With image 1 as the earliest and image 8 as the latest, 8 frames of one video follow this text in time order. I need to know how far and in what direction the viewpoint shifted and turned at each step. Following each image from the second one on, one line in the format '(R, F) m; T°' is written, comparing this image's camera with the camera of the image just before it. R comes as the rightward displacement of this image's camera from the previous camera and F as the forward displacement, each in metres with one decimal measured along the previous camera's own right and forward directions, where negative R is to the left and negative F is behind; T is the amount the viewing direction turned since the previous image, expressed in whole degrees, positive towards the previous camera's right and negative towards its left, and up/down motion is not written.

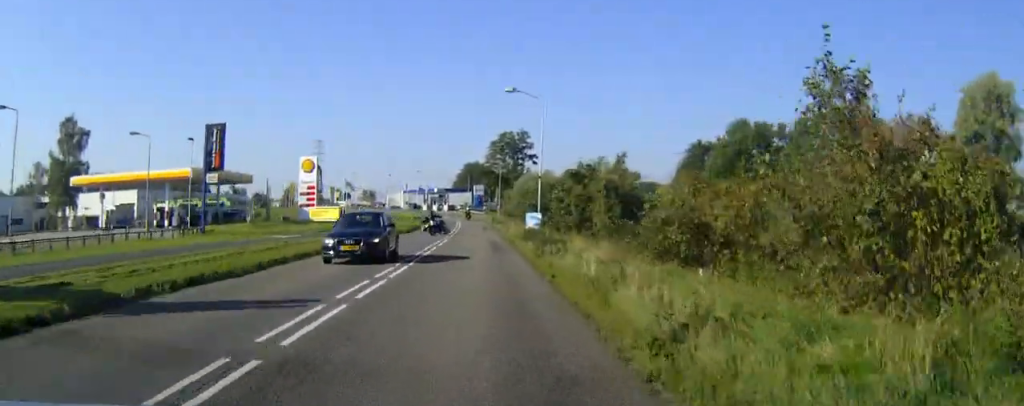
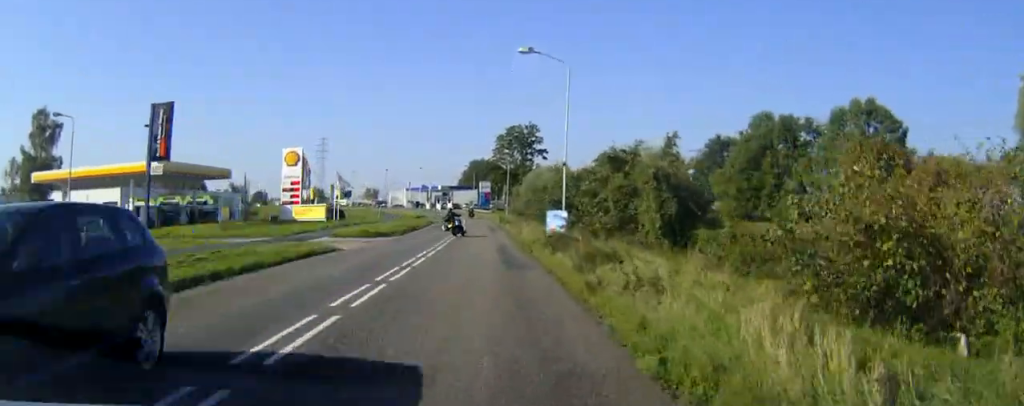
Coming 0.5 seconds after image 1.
(-0.1, +9.5) m; 0°
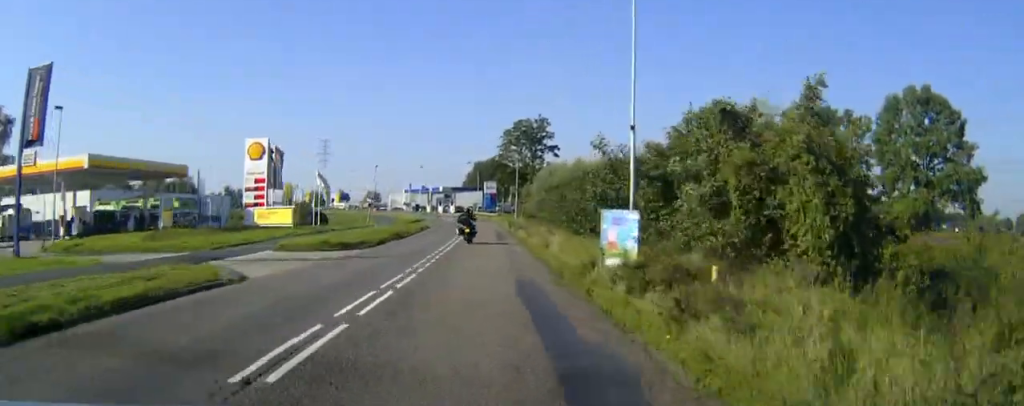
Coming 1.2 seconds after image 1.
(-0.1, +12.3) m; 0°
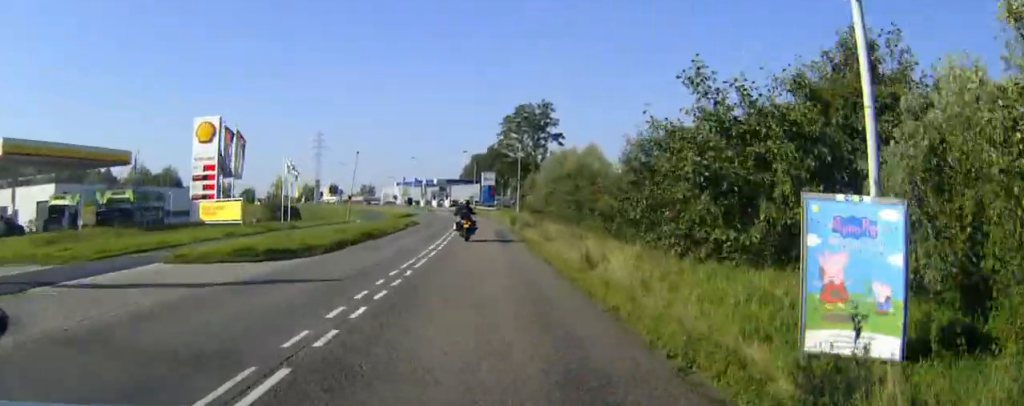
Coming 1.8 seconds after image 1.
(0.0, +10.6) m; 0°
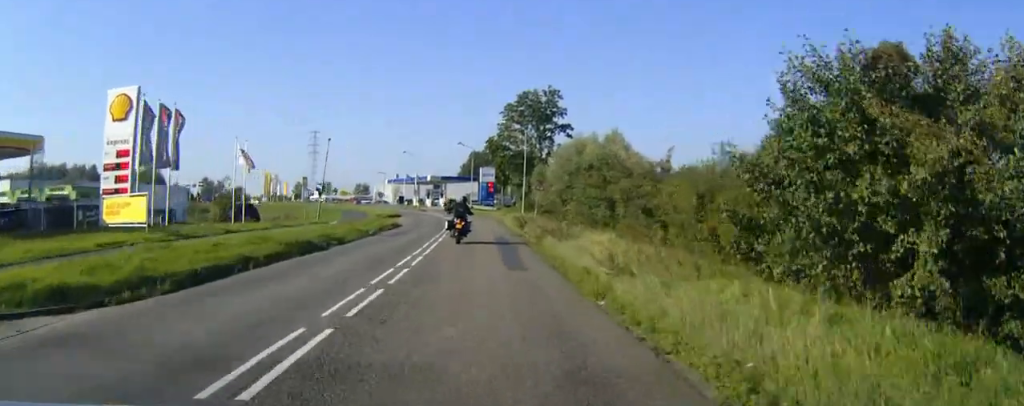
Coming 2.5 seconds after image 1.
(0.0, +12.2) m; 0°
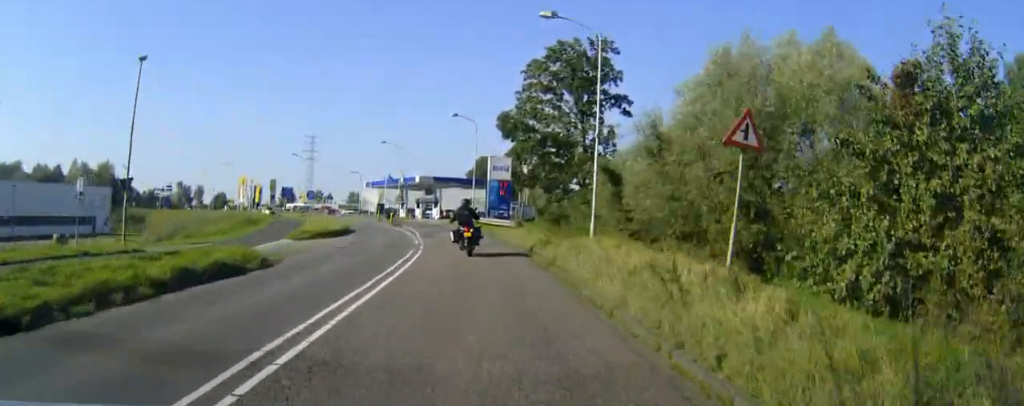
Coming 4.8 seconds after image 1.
(-0.1, +35.1) m; -1°
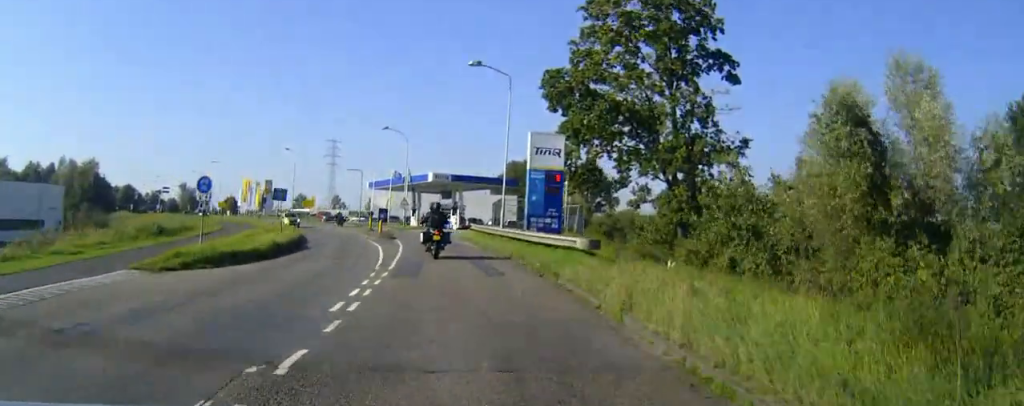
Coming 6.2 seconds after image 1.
(-0.2, +20.9) m; -2°
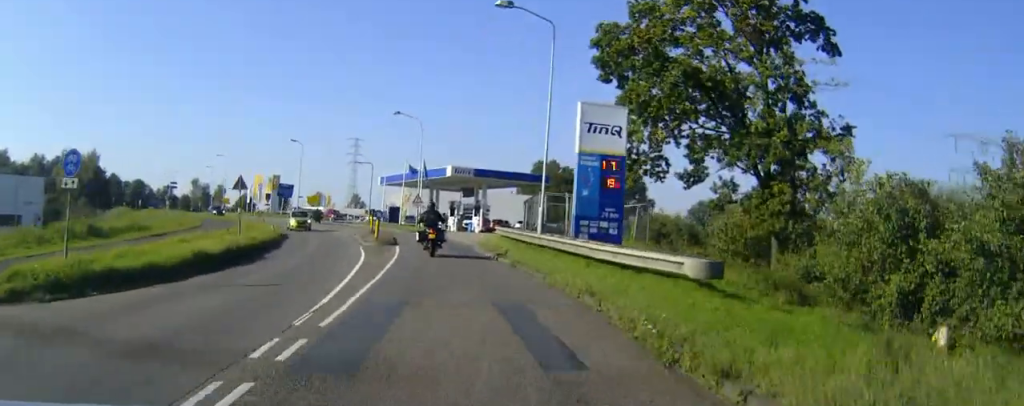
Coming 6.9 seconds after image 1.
(-0.1, +10.0) m; -2°
